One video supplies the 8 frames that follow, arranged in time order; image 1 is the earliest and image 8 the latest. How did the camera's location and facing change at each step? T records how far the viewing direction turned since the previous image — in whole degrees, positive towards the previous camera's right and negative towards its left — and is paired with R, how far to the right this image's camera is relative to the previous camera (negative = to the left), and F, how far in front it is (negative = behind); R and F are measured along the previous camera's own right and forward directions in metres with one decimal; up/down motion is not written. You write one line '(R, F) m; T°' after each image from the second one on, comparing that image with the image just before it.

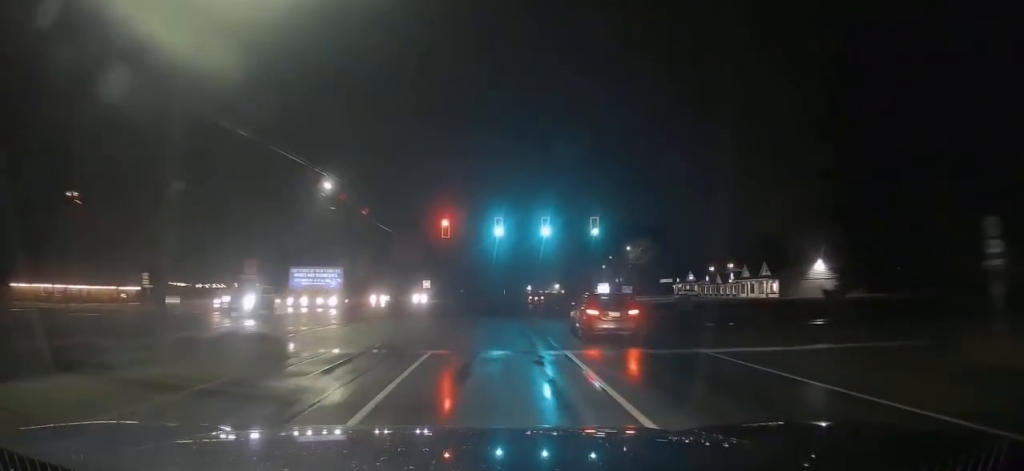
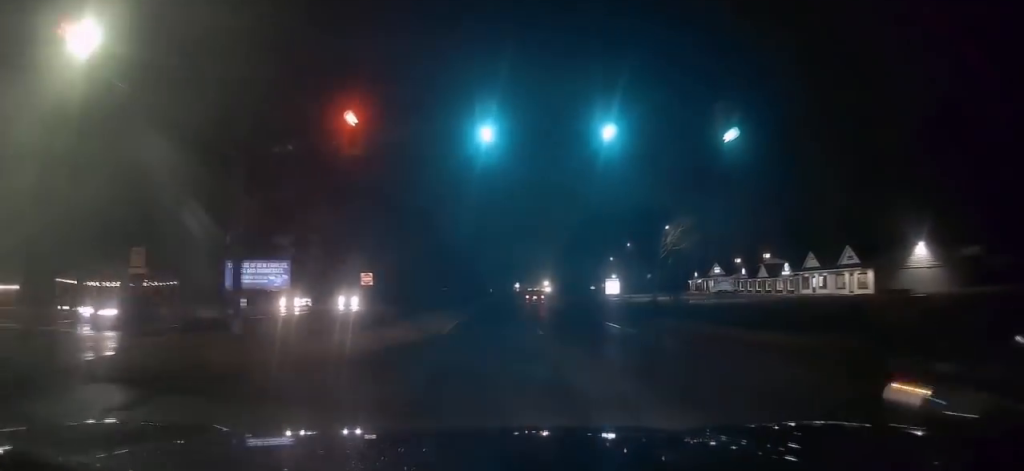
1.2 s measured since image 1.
(+0.2, +26.9) m; +1°
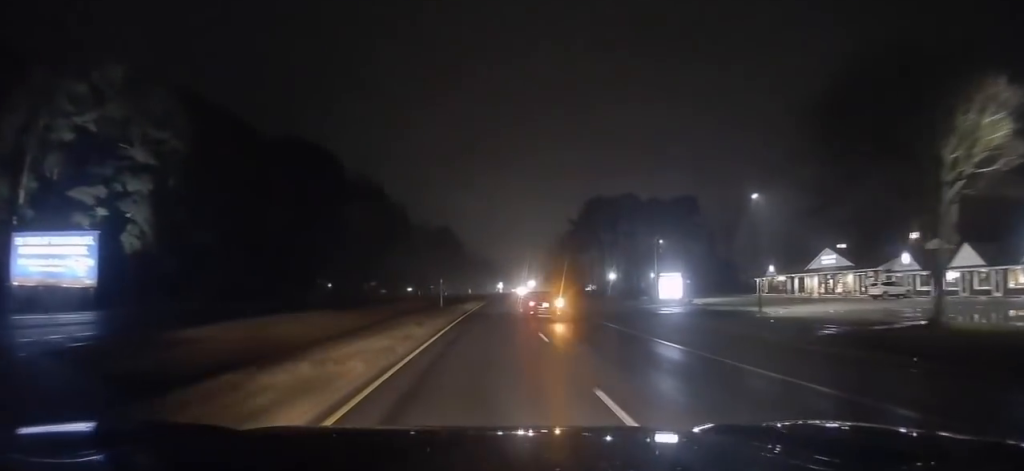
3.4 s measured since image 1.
(+1.2, +51.4) m; +3°
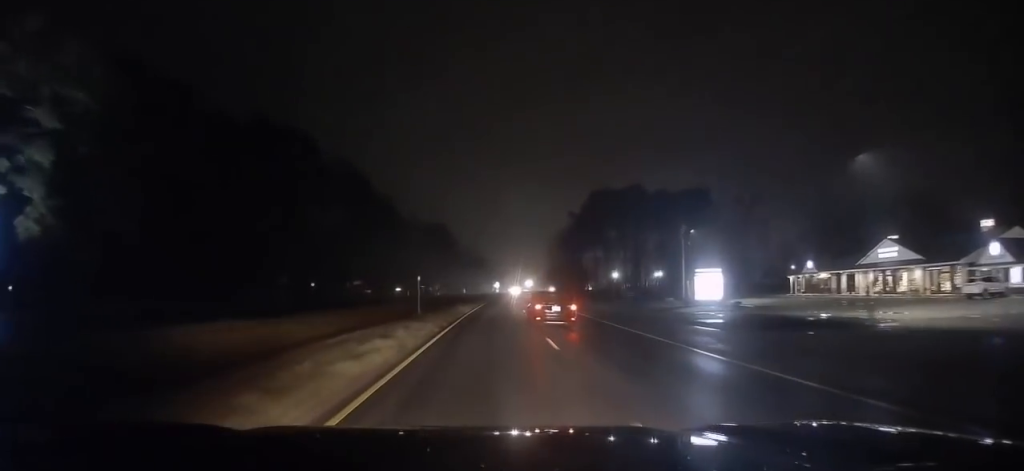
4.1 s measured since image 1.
(+0.1, +14.6) m; 0°
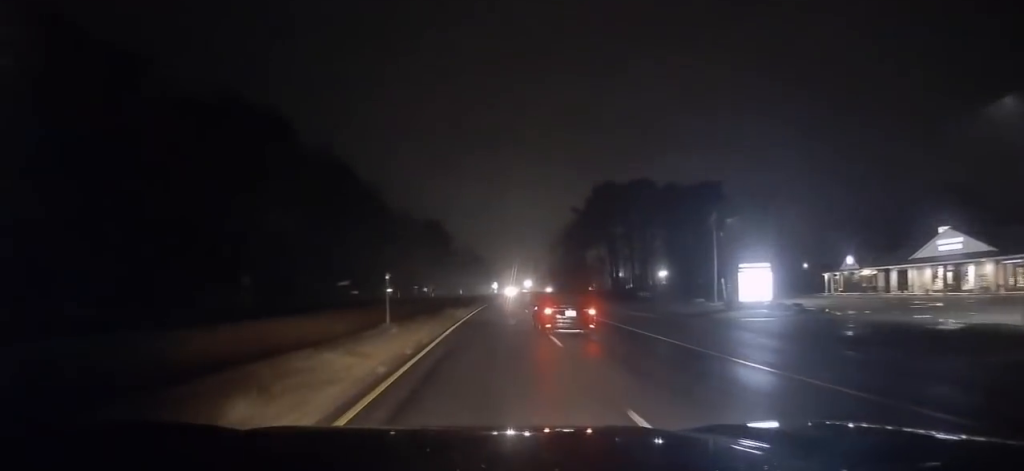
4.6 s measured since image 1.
(+0.2, +11.5) m; 0°
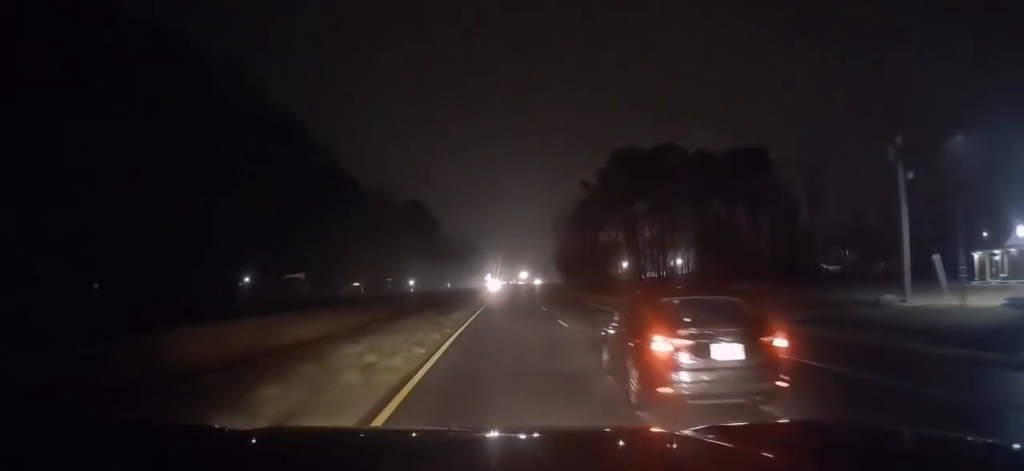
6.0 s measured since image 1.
(-0.2, +32.6) m; +1°
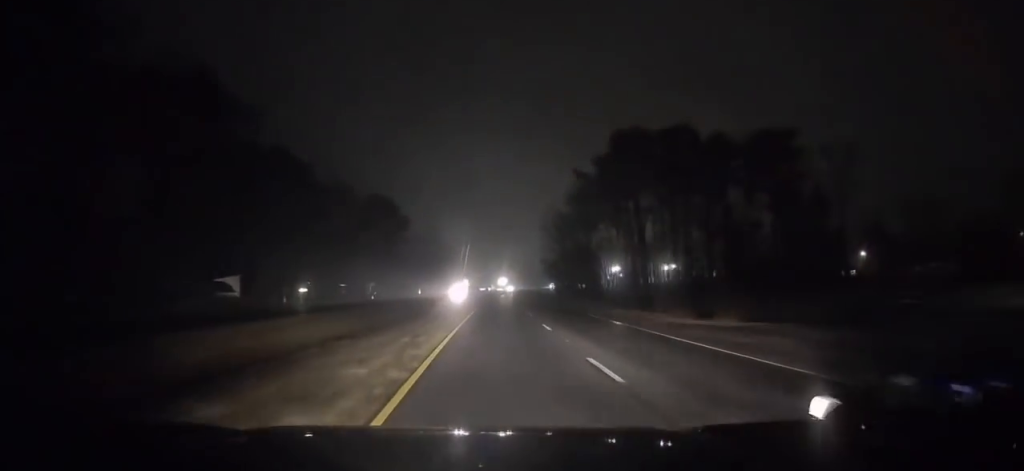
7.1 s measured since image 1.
(+0.5, +23.9) m; +2°
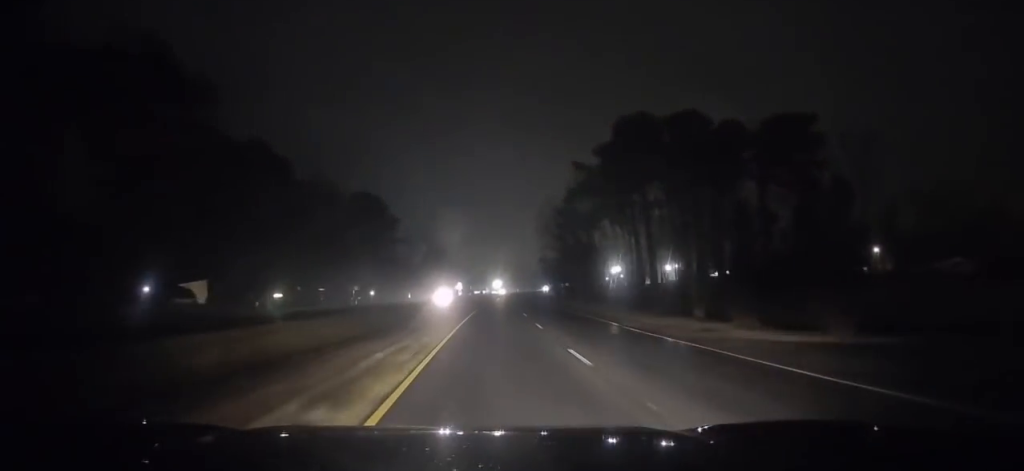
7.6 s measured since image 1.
(0.0, +10.1) m; 0°
